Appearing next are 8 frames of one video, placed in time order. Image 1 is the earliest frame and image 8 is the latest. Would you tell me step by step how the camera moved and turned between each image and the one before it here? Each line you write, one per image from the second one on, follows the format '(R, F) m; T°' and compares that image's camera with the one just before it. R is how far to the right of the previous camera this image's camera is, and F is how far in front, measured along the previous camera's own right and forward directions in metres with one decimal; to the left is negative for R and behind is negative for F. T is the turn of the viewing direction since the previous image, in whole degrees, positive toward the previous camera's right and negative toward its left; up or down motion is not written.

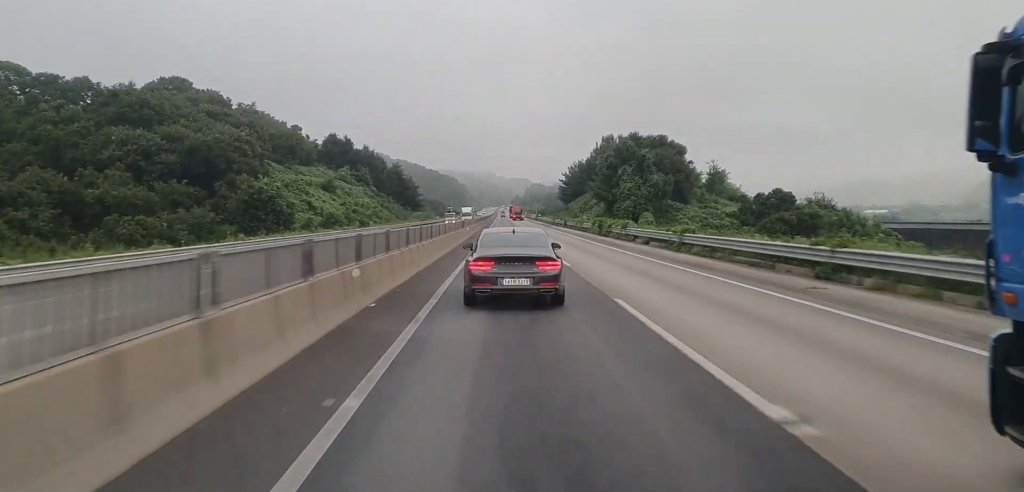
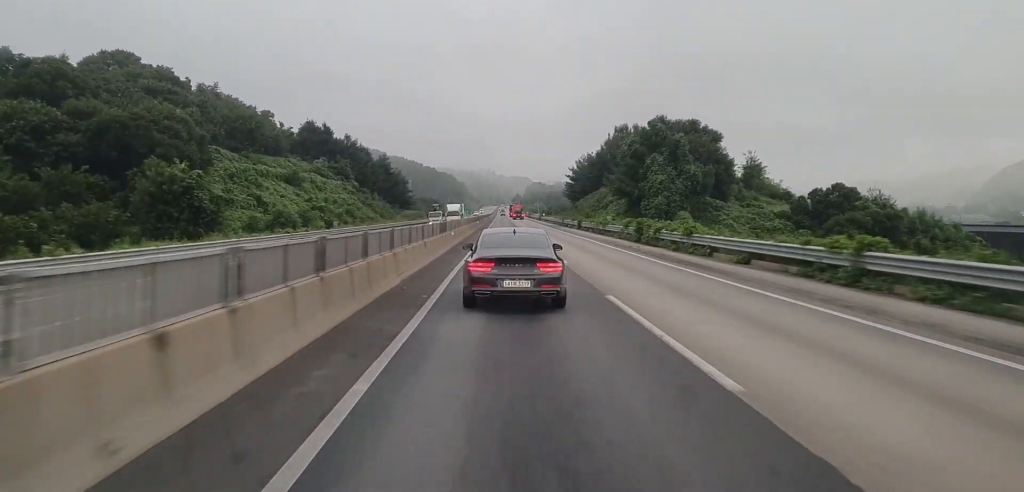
(-0.1, +19.3) m; 0°
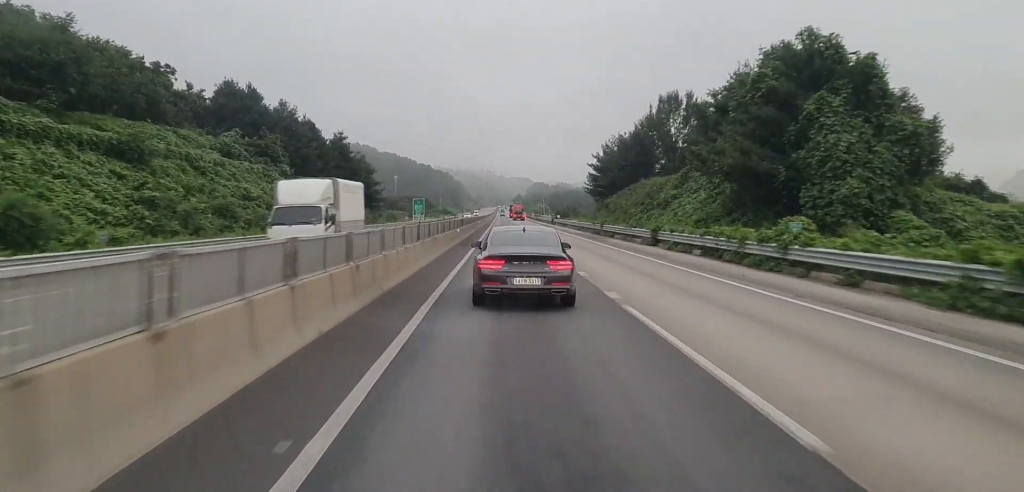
(0.0, +42.2) m; +1°
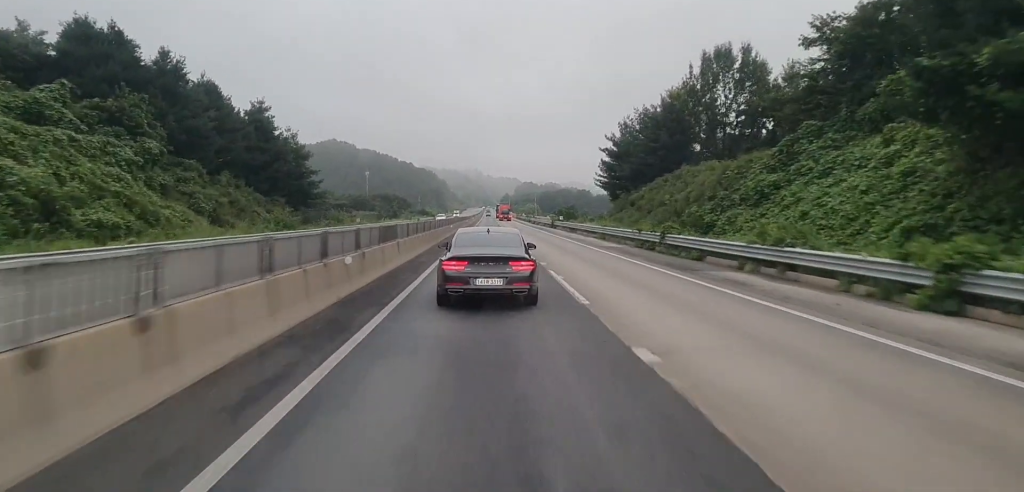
(+0.3, +31.1) m; +1°
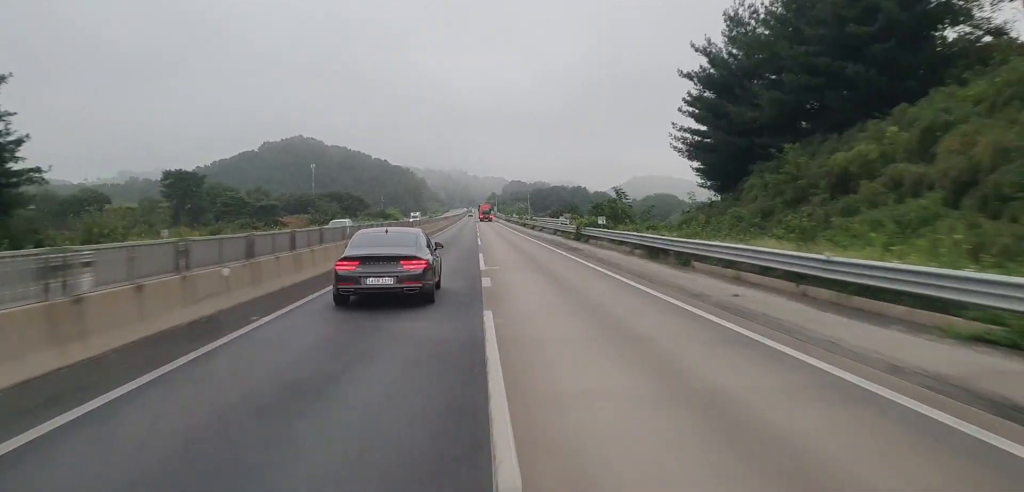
(+0.2, +50.3) m; 0°
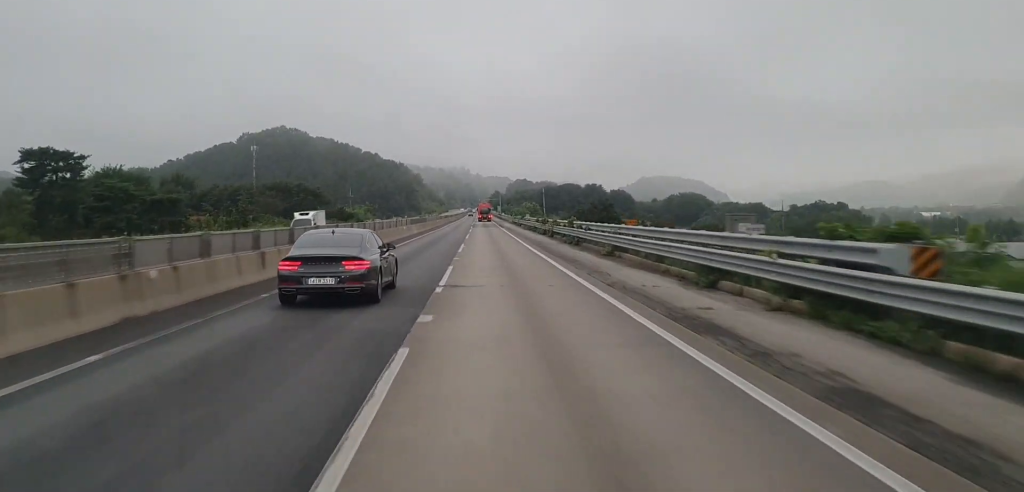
(-0.6, +48.0) m; -1°
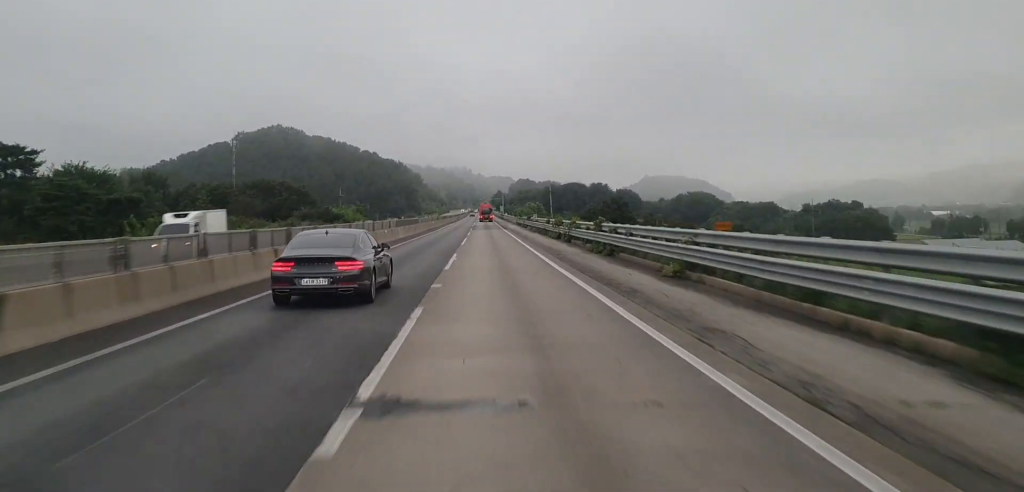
(0.0, +11.9) m; 0°
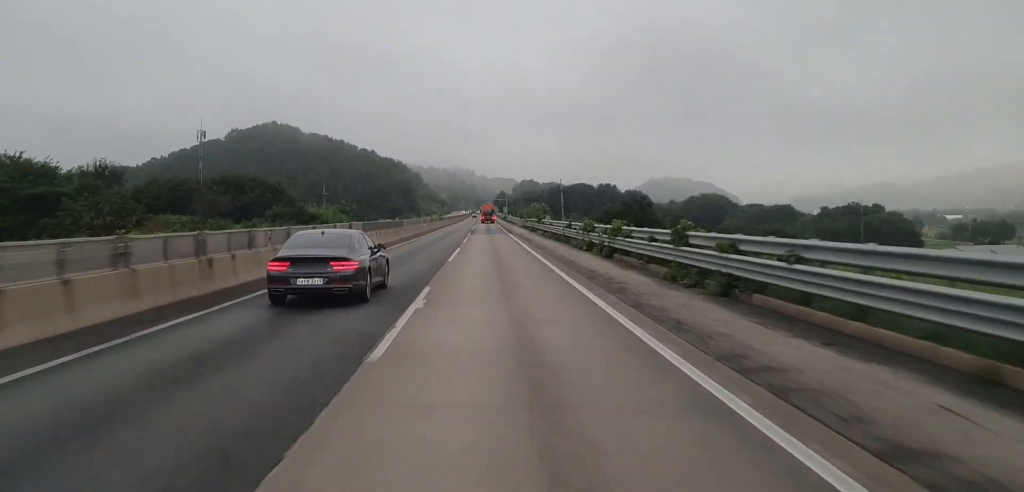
(0.0, +15.8) m; 0°
